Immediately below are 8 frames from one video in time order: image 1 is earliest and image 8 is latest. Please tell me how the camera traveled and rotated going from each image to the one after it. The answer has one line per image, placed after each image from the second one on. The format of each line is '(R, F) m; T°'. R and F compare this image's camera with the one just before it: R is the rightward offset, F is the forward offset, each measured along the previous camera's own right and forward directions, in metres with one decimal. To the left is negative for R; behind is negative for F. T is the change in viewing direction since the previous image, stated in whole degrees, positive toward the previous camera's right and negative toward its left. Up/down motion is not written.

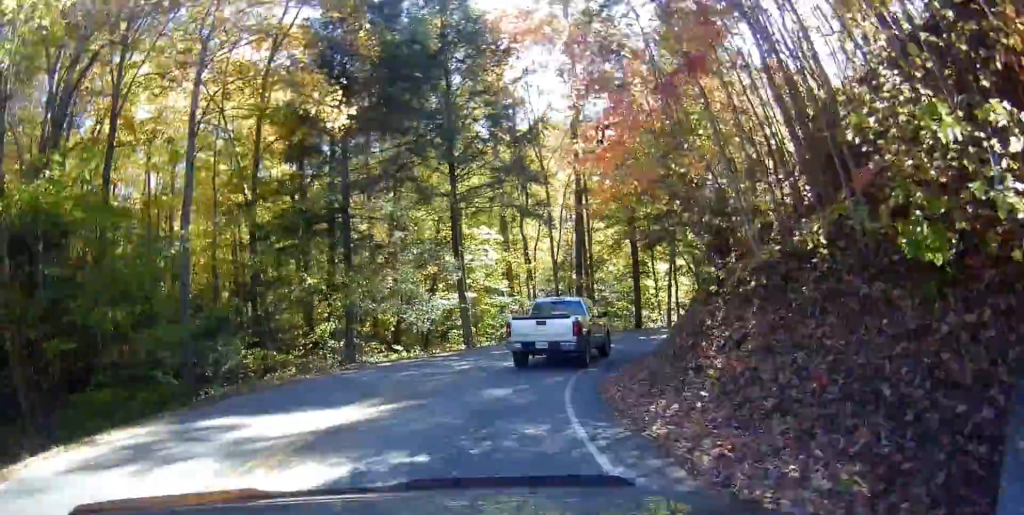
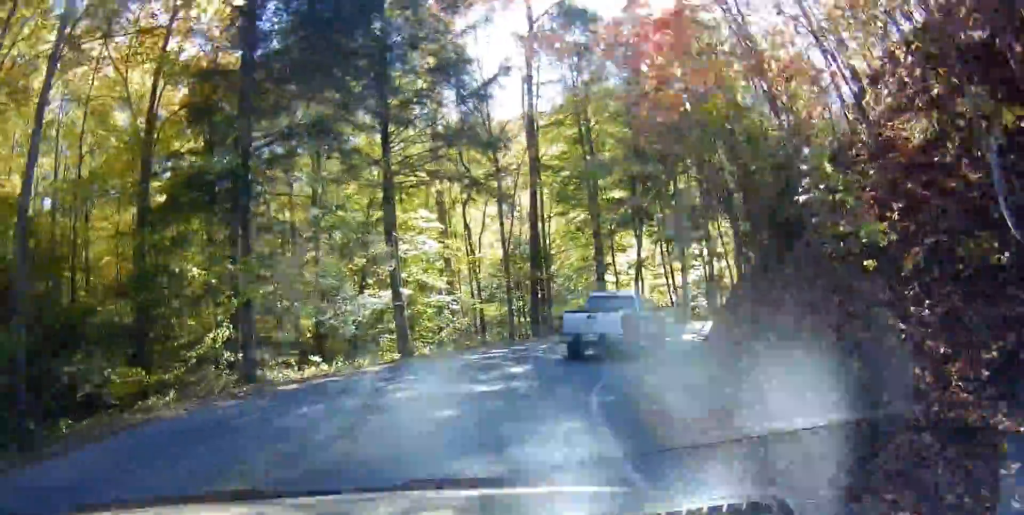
(0.0, +7.6) m; +3°
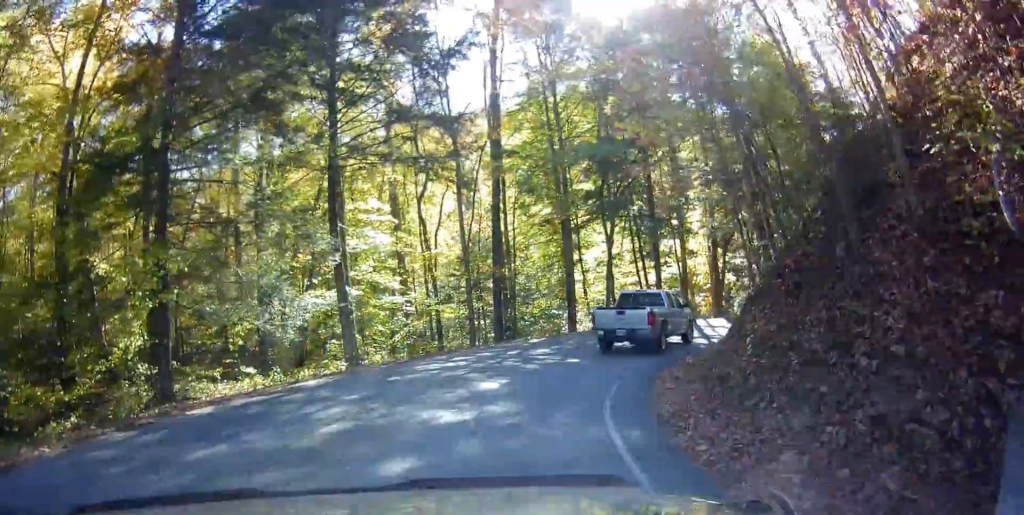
(-0.1, +4.3) m; +3°
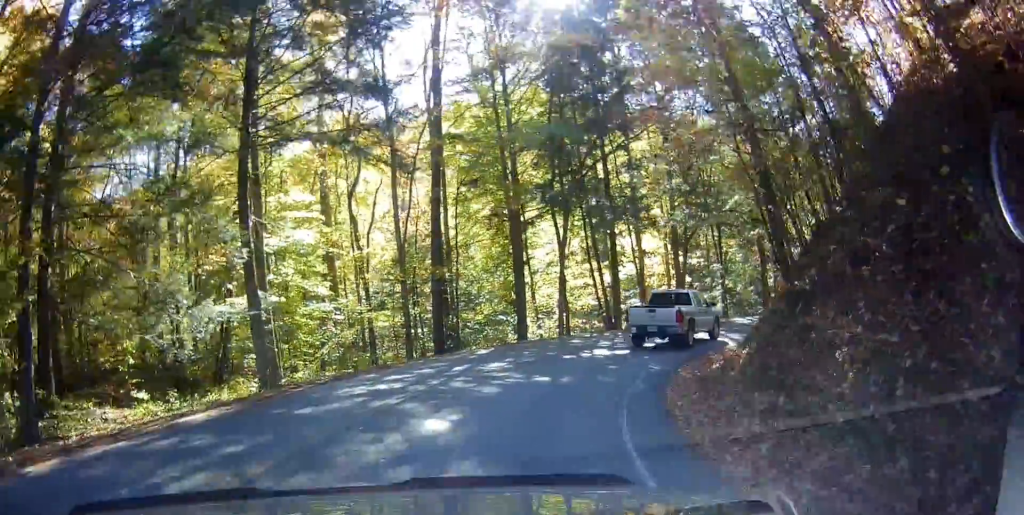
(+0.4, +5.1) m; +5°
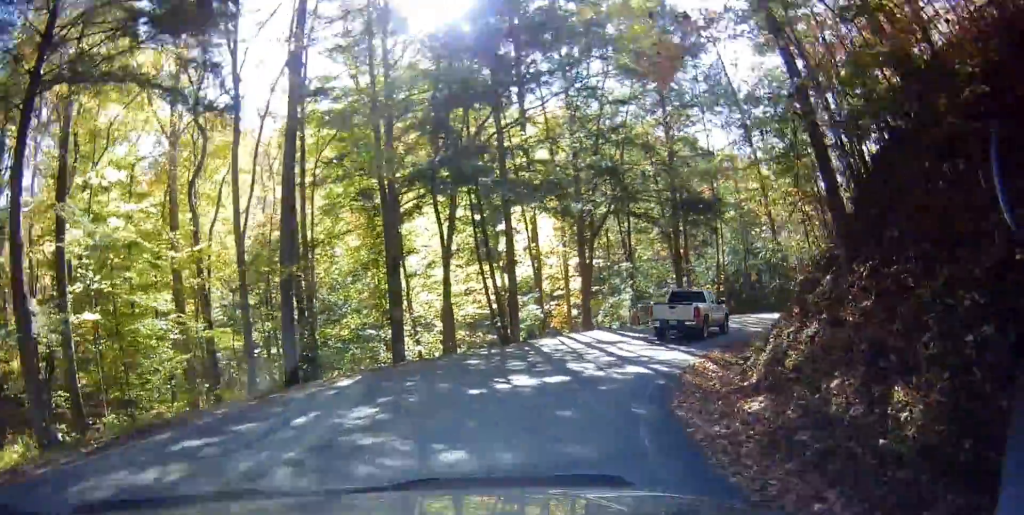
(+0.3, +8.1) m; +12°
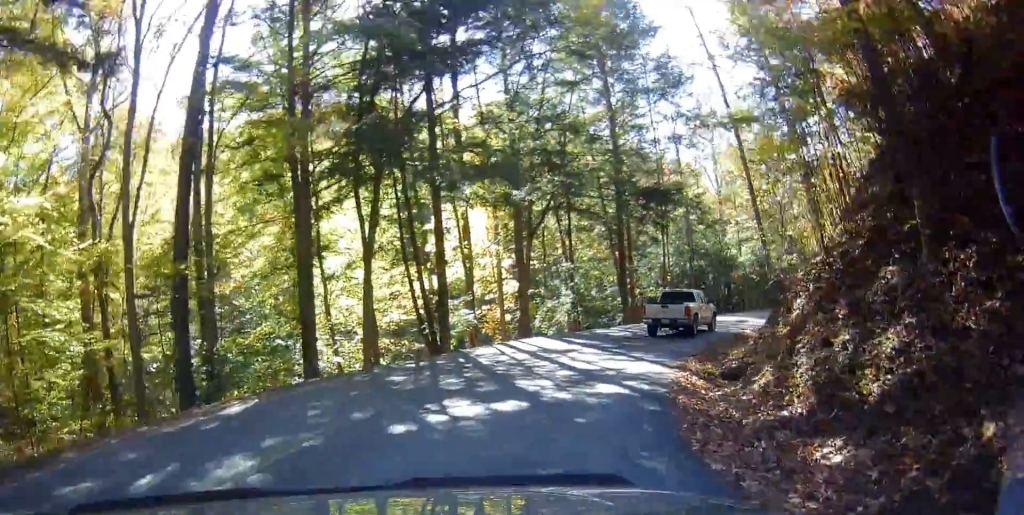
(+0.7, +3.8) m; +7°
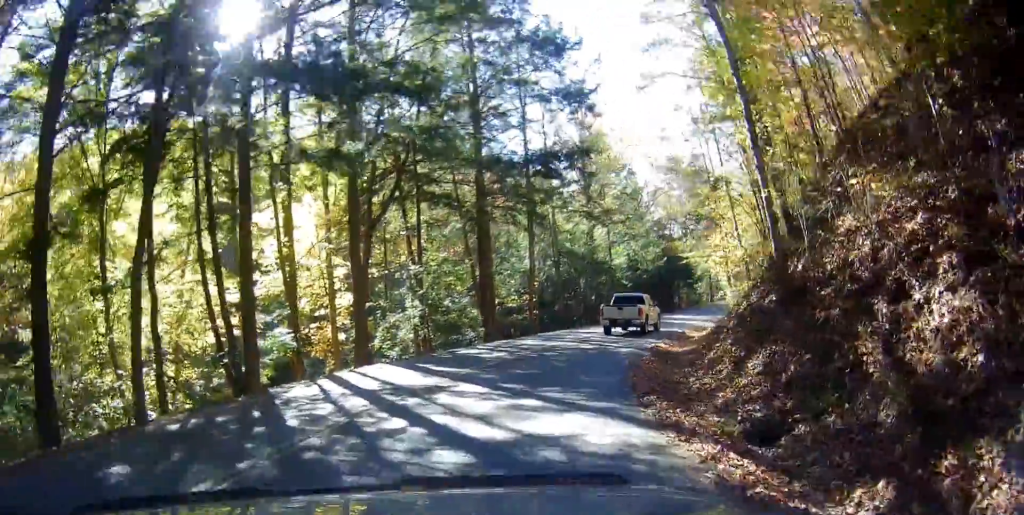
(+0.7, +7.4) m; +17°
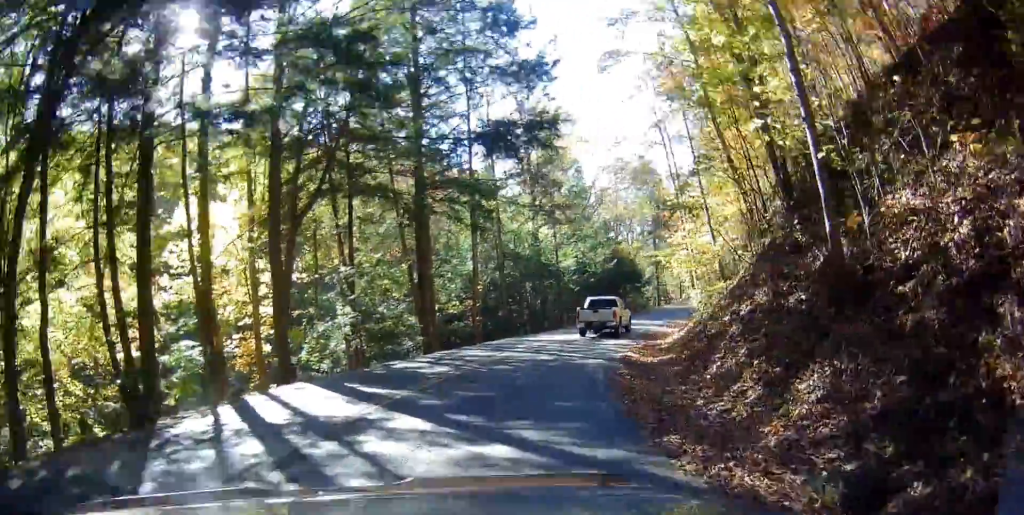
(+0.2, +3.0) m; +6°
